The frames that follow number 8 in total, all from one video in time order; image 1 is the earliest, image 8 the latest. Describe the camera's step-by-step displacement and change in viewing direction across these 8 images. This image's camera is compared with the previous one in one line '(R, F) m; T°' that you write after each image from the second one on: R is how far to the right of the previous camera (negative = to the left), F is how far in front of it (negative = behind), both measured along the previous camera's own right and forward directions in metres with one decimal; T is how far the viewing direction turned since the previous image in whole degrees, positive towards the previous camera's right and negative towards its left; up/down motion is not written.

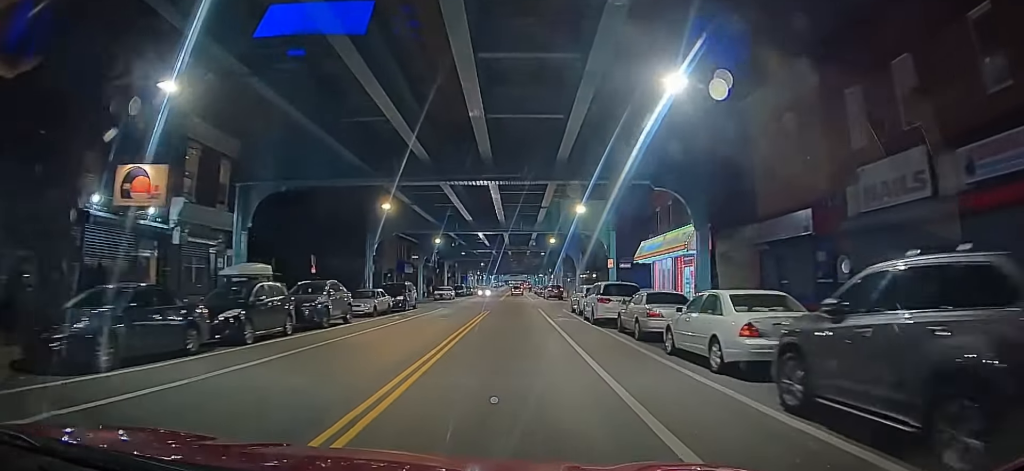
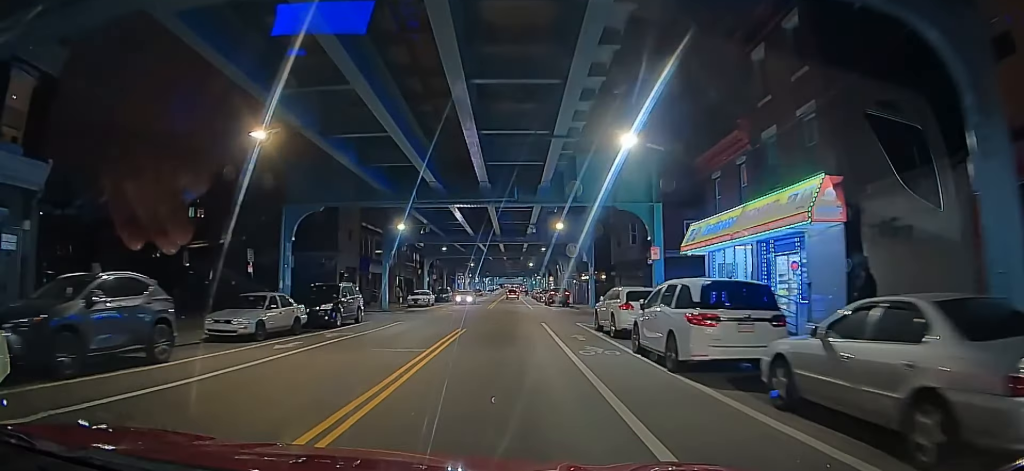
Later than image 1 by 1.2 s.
(+0.3, +10.9) m; 0°
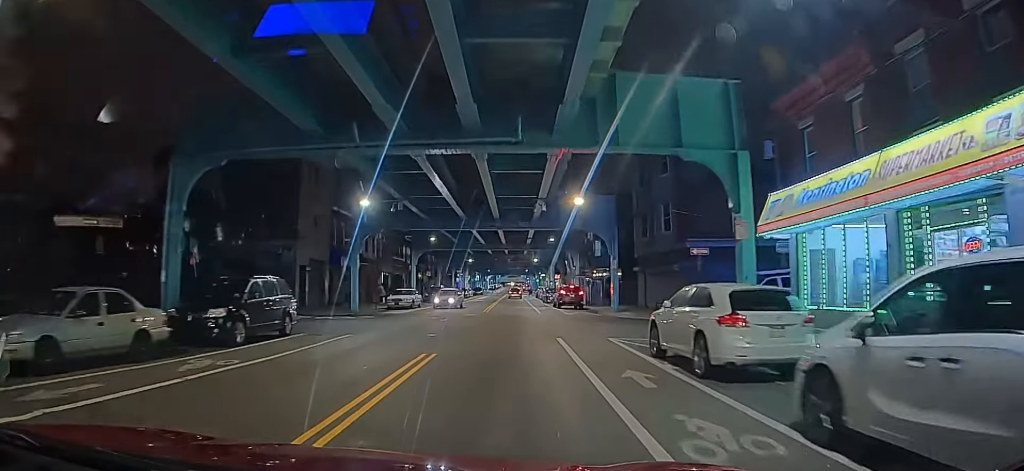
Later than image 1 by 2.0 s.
(-0.3, +7.7) m; -2°
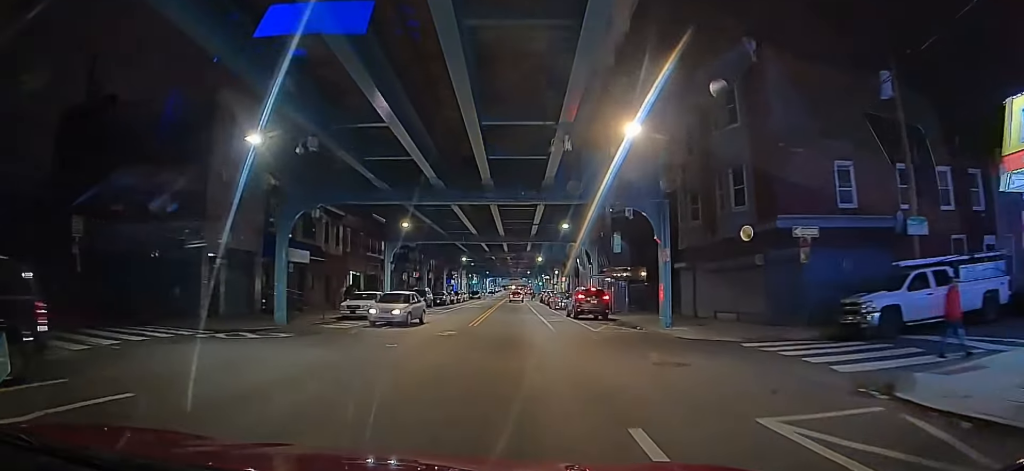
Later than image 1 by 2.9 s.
(-0.1, +9.7) m; 0°
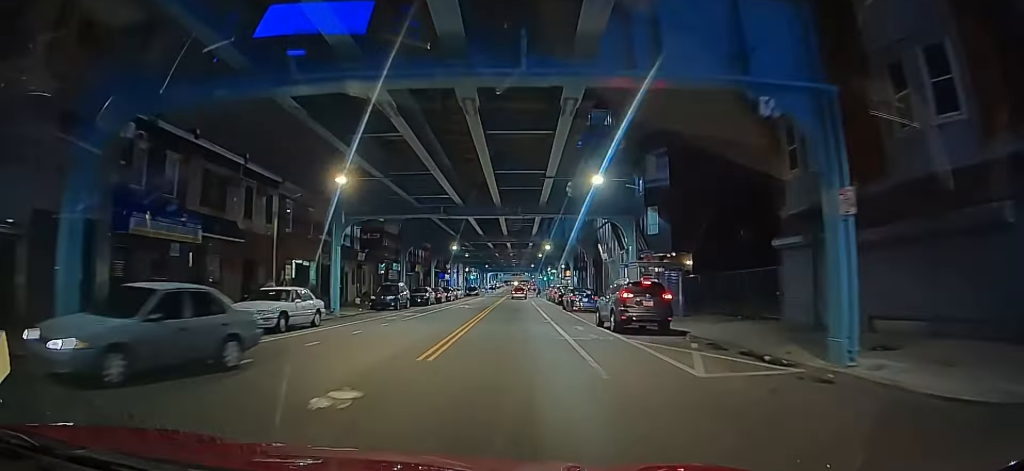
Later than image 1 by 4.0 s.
(+0.1, +10.6) m; 0°
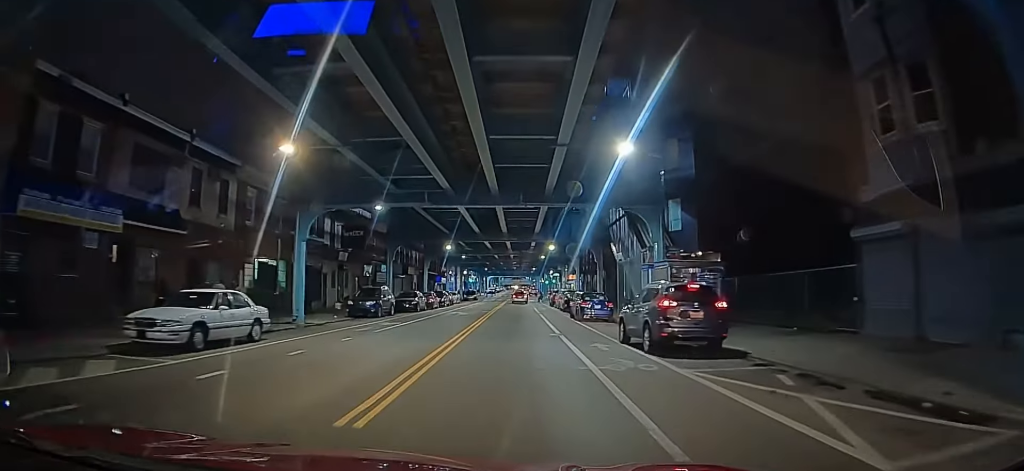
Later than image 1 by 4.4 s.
(0.0, +4.2) m; 0°
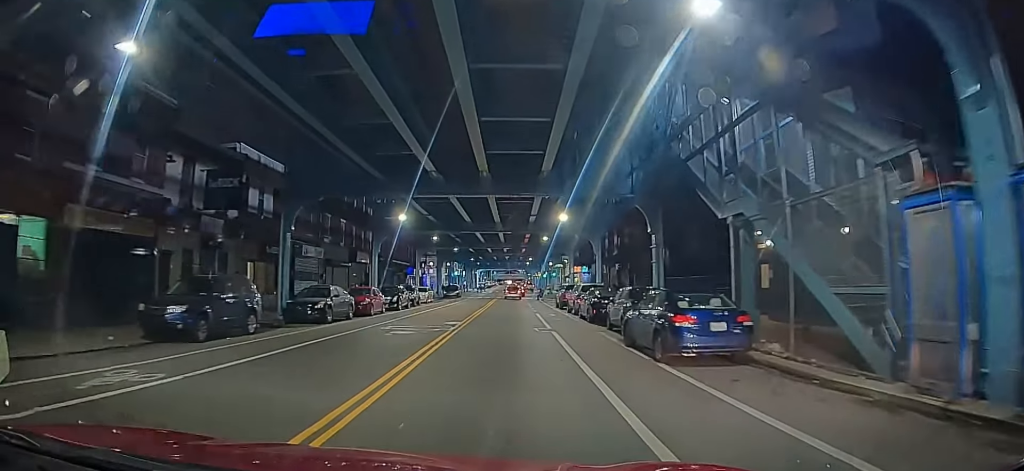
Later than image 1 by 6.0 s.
(-0.6, +15.4) m; -2°
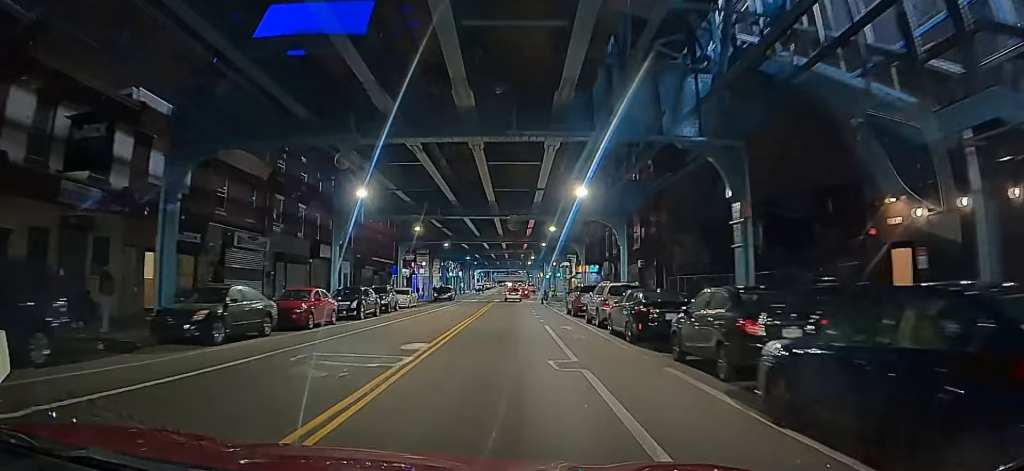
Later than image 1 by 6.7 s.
(+0.2, +7.2) m; +2°
